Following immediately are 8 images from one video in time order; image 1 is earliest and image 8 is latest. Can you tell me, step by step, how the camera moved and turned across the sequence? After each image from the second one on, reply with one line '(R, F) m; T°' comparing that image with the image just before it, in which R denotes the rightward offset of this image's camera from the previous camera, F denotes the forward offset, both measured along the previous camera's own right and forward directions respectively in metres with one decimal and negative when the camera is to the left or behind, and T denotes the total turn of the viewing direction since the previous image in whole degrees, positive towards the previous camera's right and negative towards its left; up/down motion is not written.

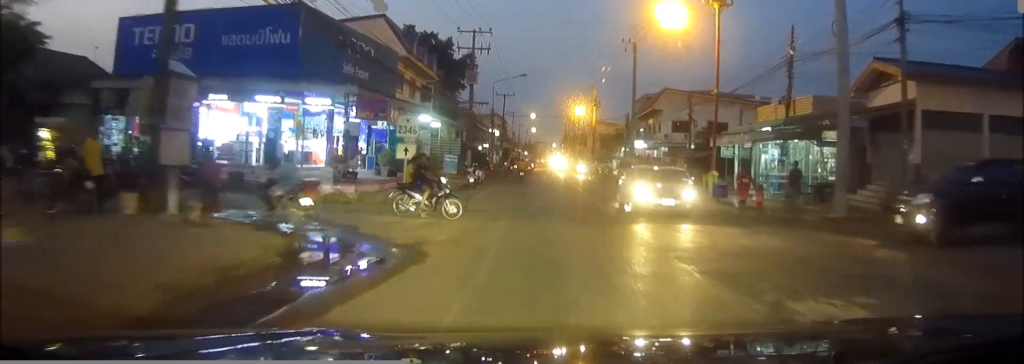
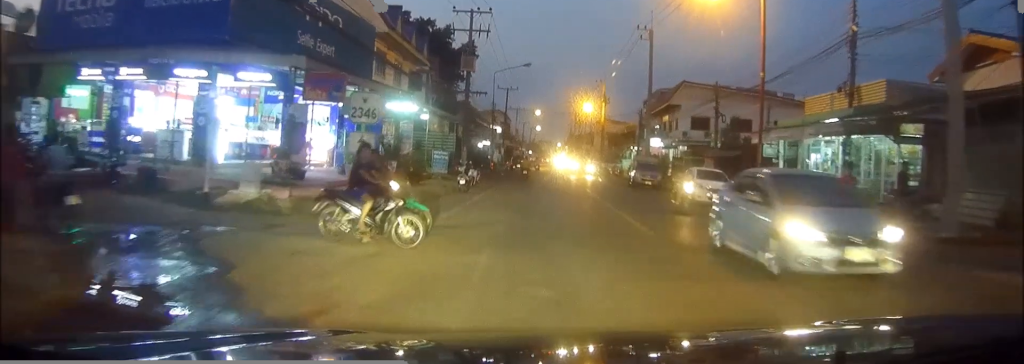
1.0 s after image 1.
(+0.1, +6.5) m; +1°
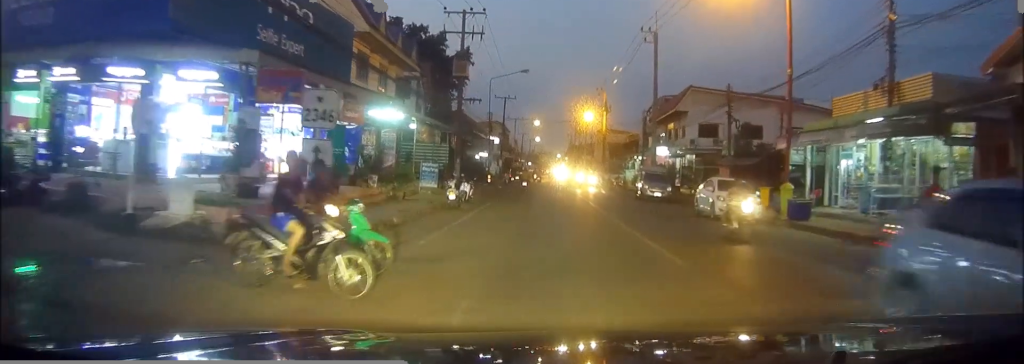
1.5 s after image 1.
(+0.1, +3.7) m; 0°
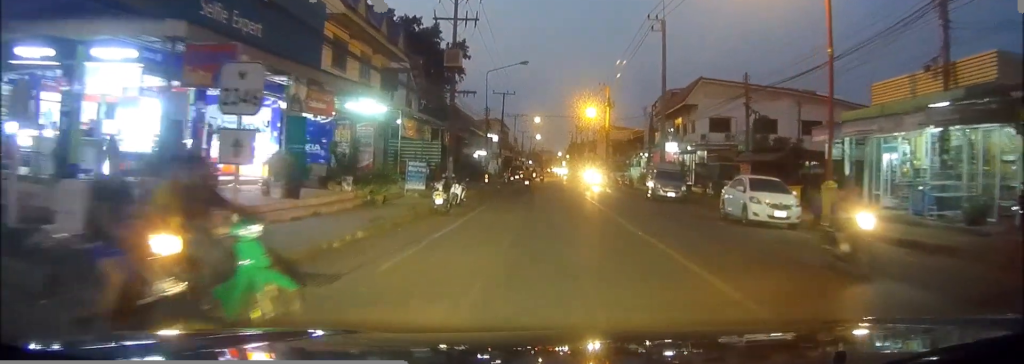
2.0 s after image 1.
(0.0, +3.7) m; -1°
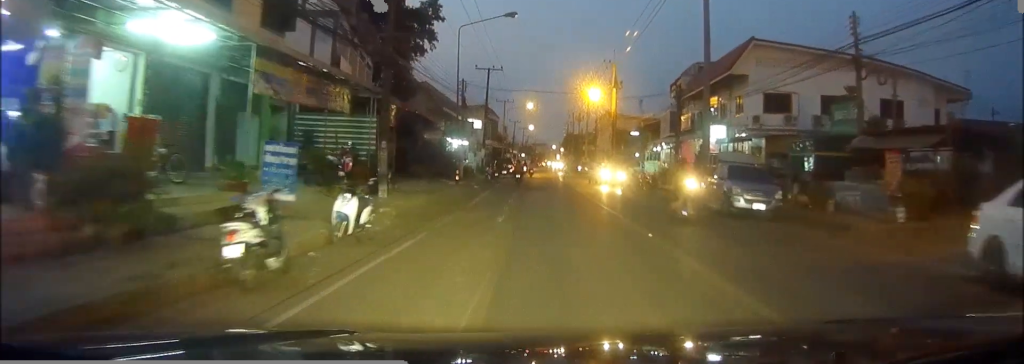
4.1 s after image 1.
(-0.3, +15.1) m; 0°
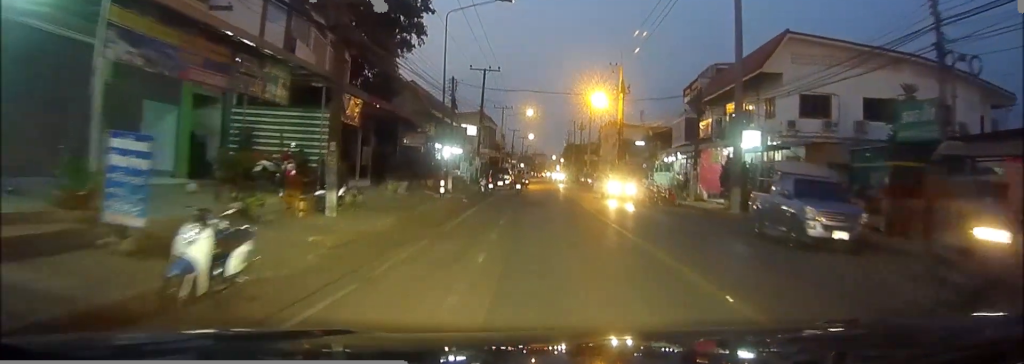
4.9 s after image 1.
(+0.1, +5.8) m; +1°
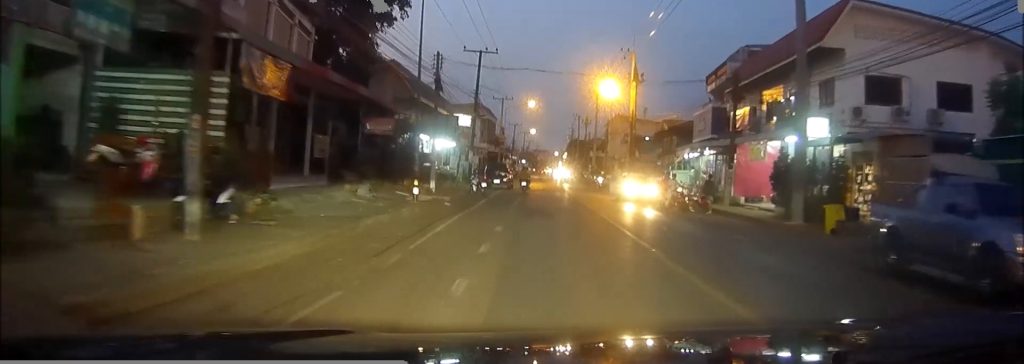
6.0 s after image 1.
(+0.1, +7.4) m; +1°
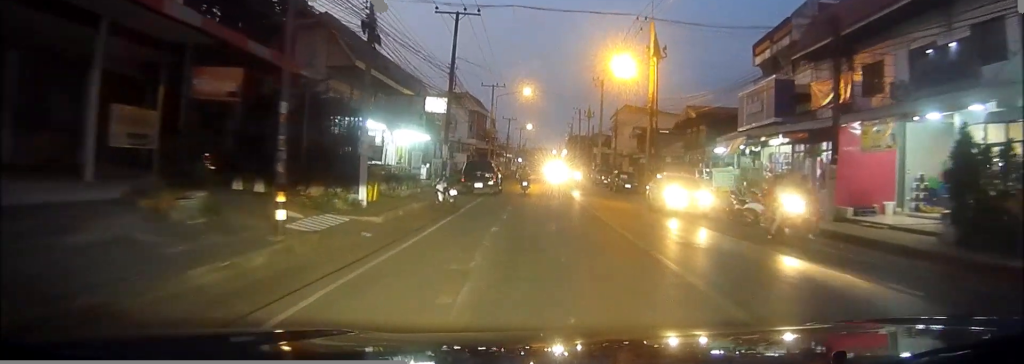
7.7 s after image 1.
(0.0, +12.5) m; 0°
